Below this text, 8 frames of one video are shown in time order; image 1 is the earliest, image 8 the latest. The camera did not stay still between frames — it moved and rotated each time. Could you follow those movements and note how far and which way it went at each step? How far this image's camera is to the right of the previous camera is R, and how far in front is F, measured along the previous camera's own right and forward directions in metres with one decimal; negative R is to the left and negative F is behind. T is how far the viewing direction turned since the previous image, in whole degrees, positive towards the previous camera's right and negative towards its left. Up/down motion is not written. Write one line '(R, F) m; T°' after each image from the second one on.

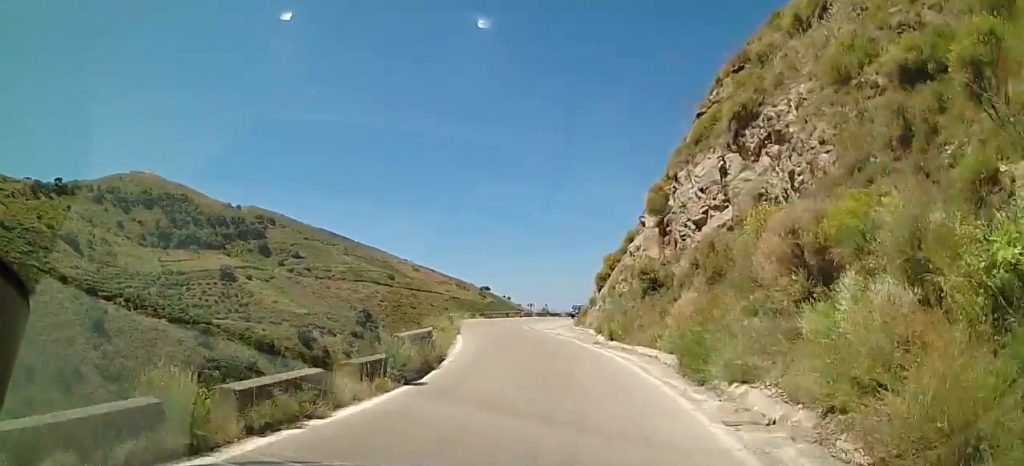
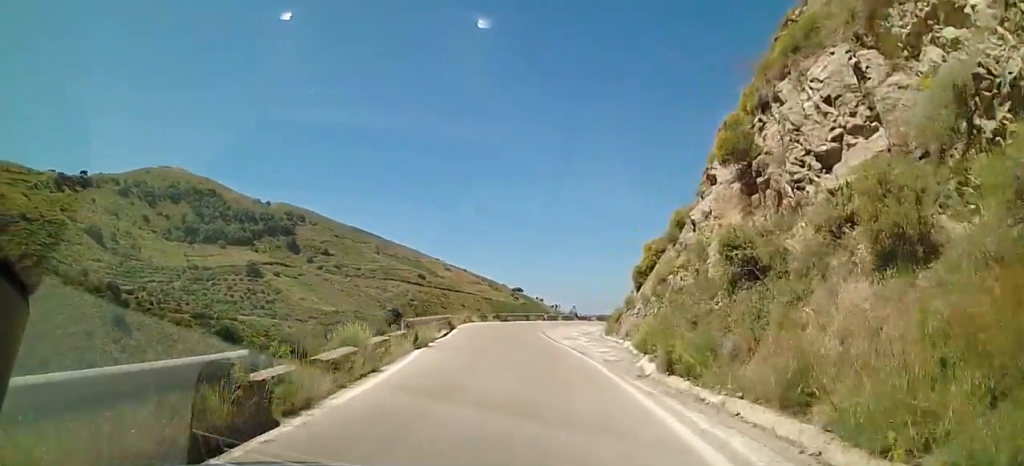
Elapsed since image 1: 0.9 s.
(-0.1, +9.0) m; -1°
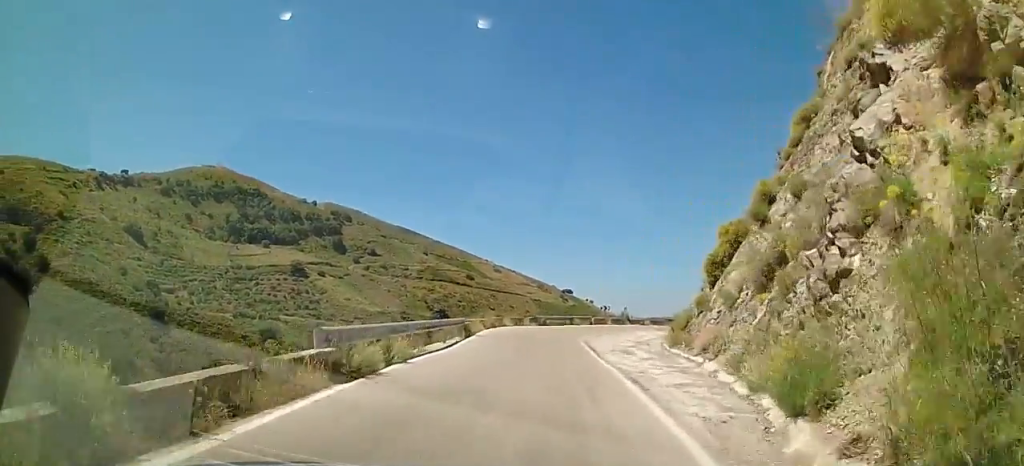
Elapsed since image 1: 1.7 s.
(0.0, +7.8) m; -4°
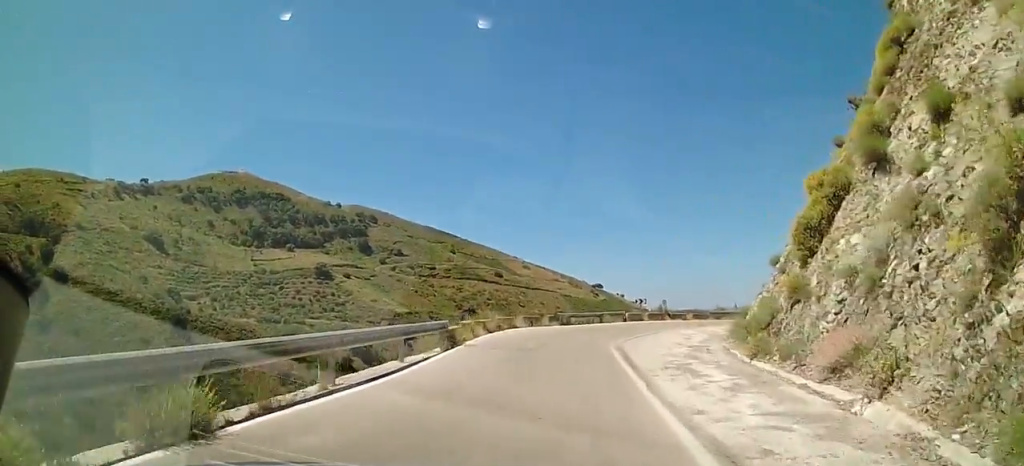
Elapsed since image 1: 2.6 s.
(-0.5, +8.0) m; -3°
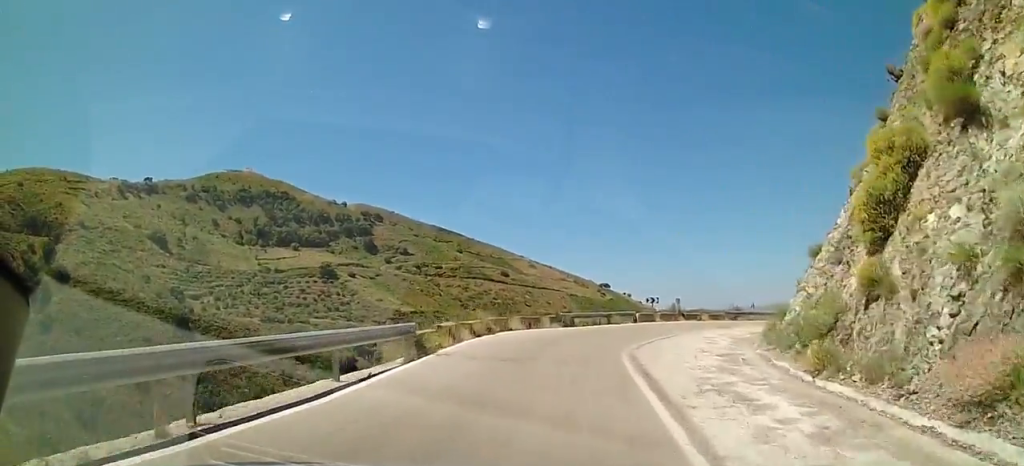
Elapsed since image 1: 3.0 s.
(-0.4, +4.1) m; -1°
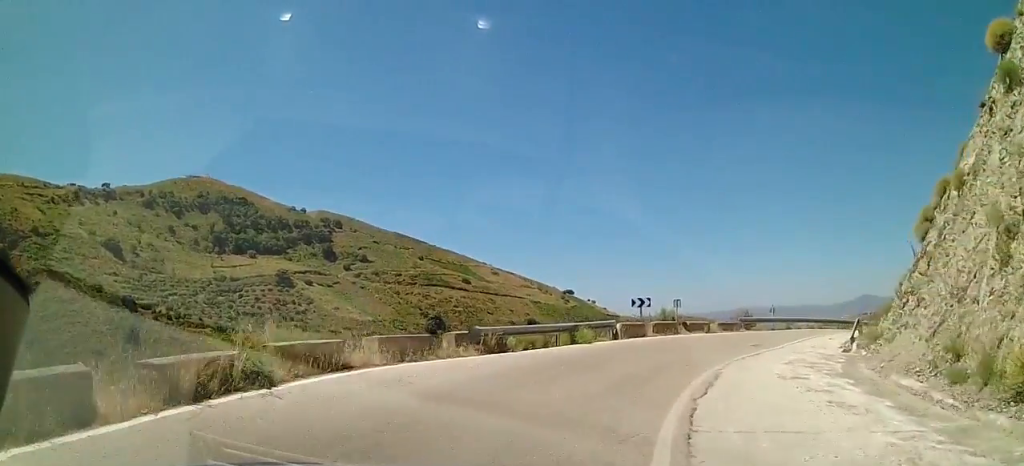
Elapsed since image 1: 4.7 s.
(+1.4, +14.7) m; +10°
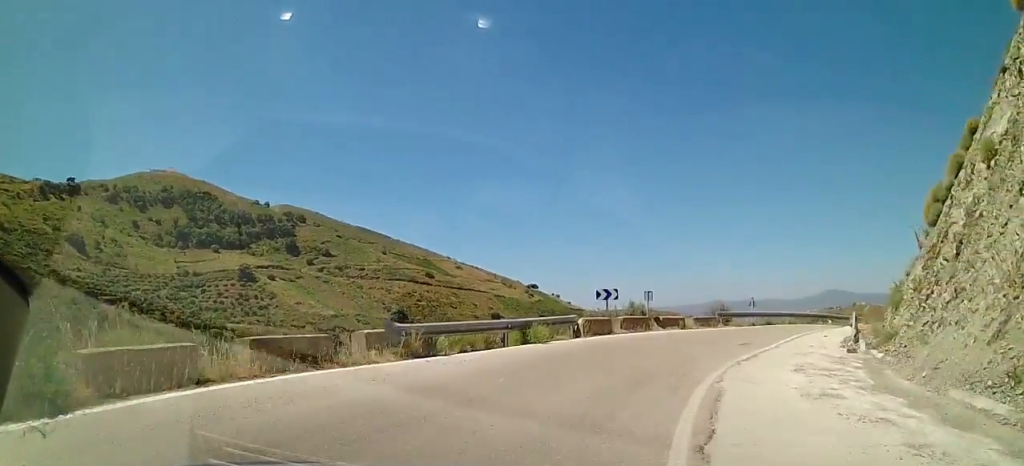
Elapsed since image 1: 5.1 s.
(0.0, +3.7) m; +2°
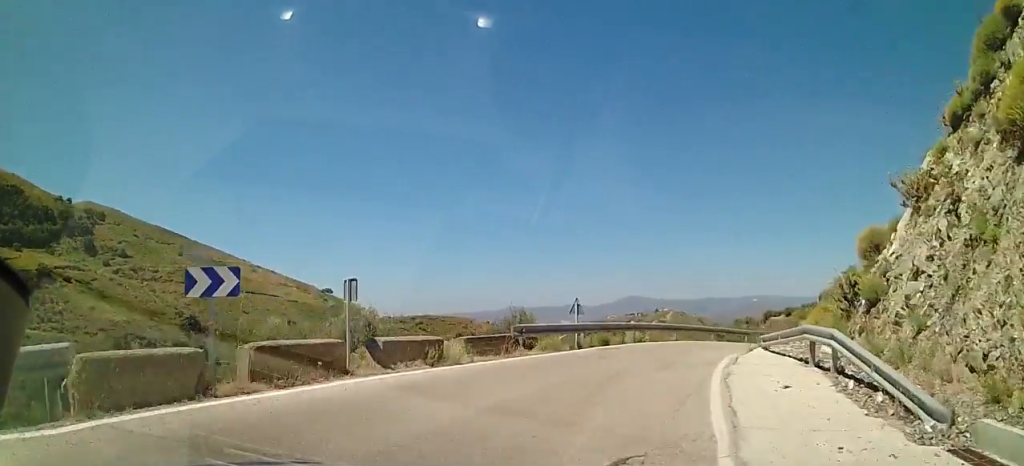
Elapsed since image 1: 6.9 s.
(+0.9, +14.5) m; +12°
